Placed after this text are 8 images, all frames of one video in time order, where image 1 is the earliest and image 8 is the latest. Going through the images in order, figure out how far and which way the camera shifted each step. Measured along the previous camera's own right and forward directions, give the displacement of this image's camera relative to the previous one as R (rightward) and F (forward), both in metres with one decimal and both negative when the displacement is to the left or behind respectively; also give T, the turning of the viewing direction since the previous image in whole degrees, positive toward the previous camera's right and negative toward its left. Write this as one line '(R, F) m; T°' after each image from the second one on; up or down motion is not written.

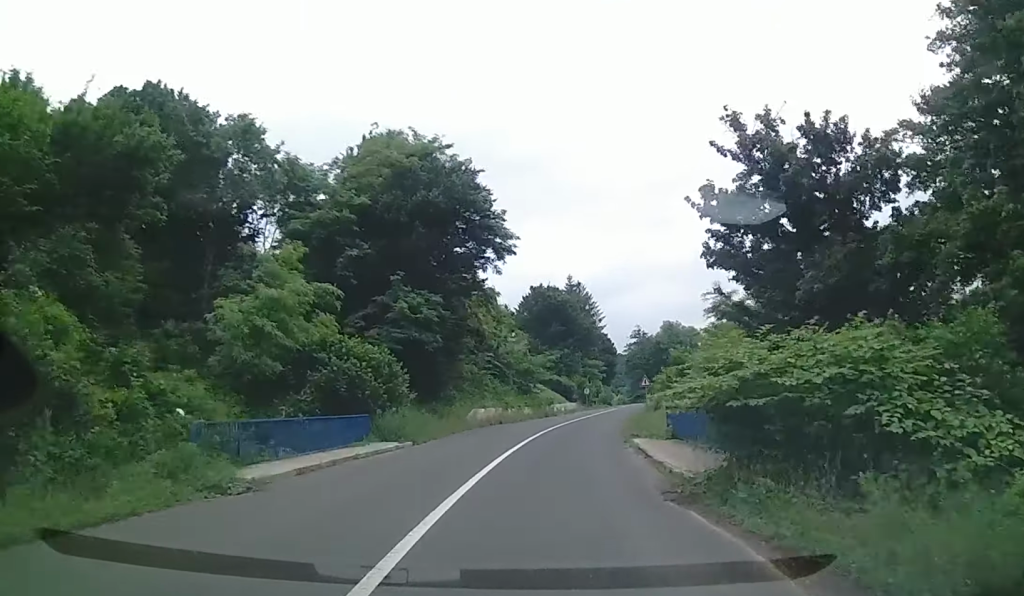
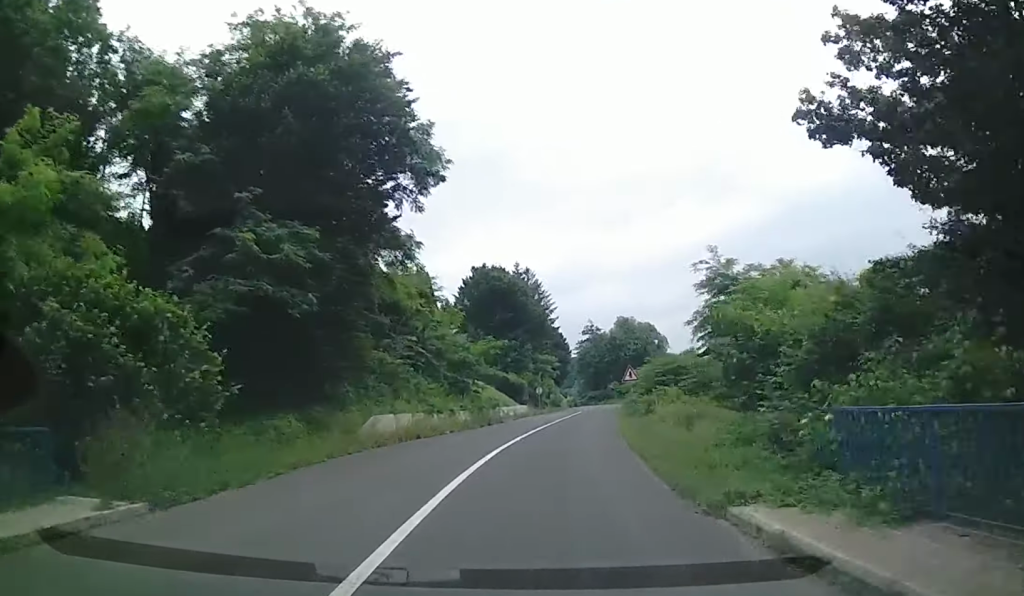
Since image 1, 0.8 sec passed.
(+0.9, +13.6) m; +4°
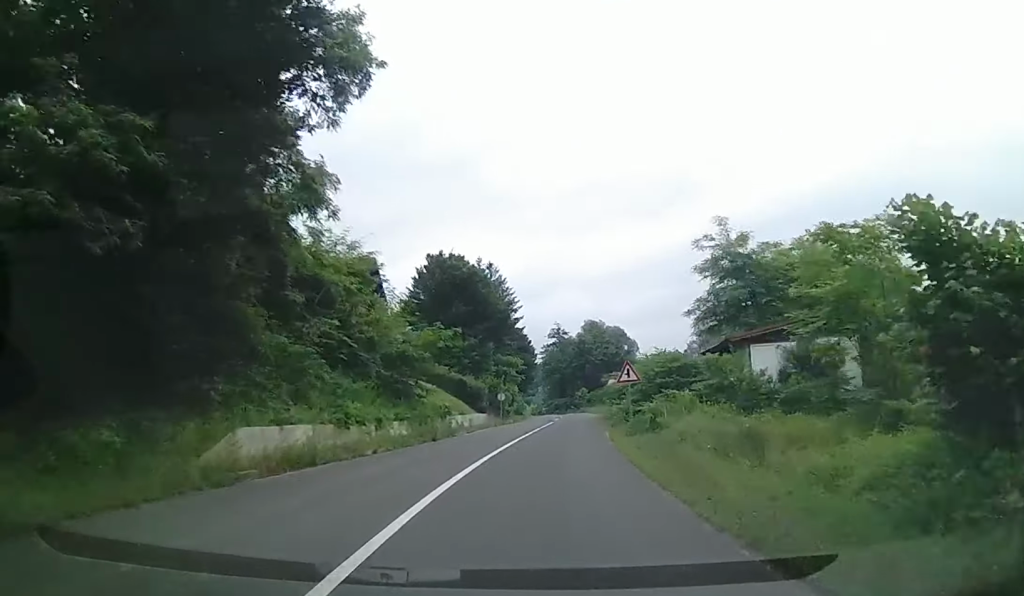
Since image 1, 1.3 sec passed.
(+0.3, +9.1) m; +2°
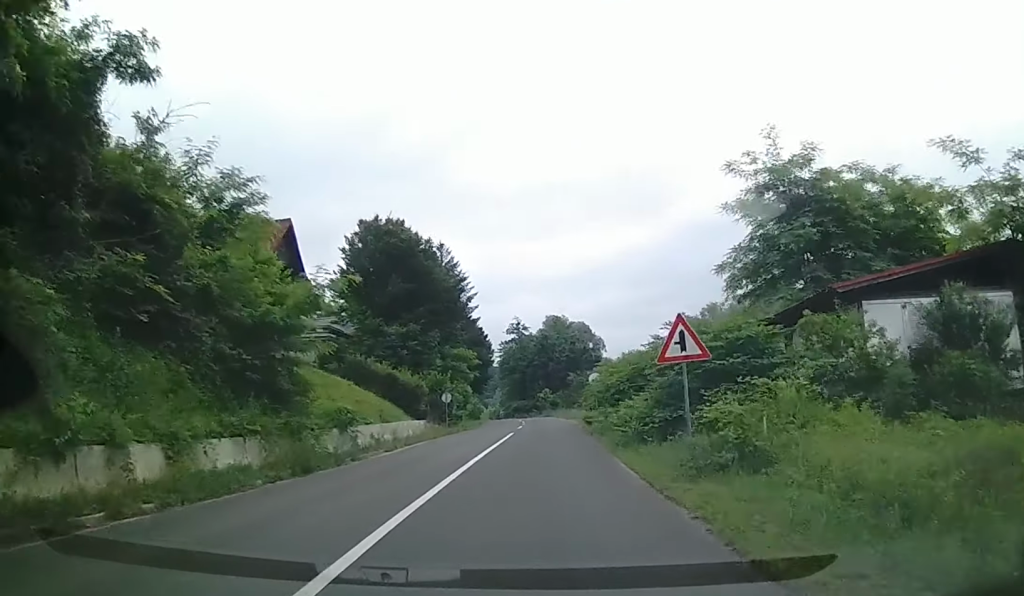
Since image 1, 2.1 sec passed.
(-0.2, +12.2) m; +2°
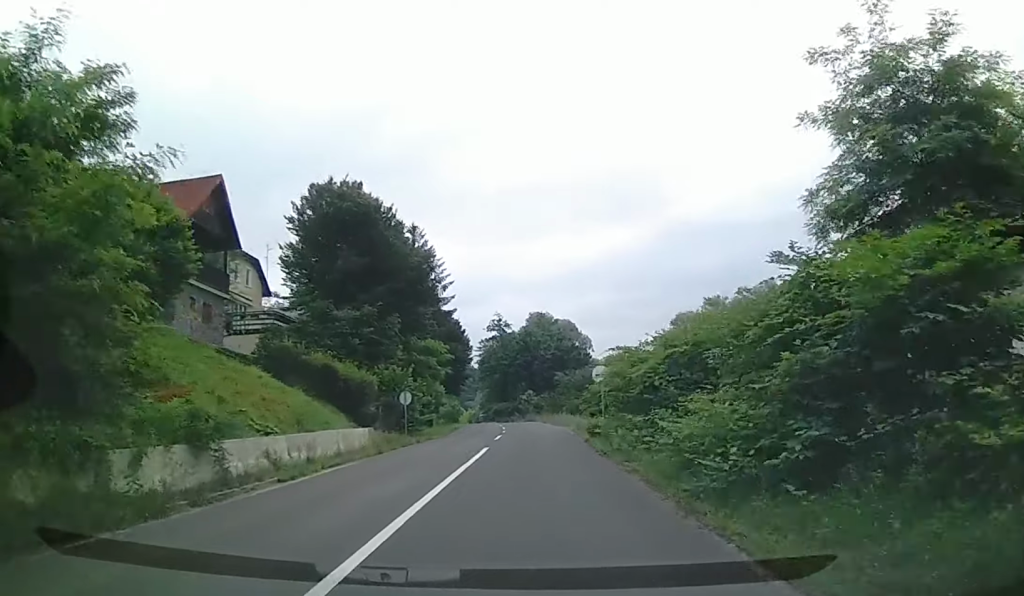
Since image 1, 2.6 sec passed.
(+0.2, +8.7) m; +2°
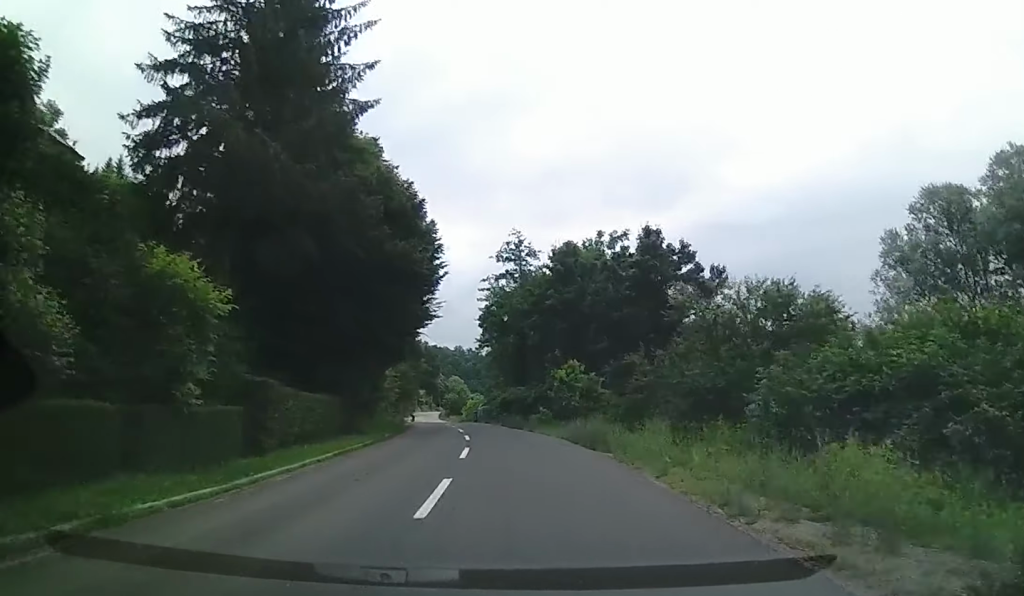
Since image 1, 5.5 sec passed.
(+0.5, +47.0) m; -4°
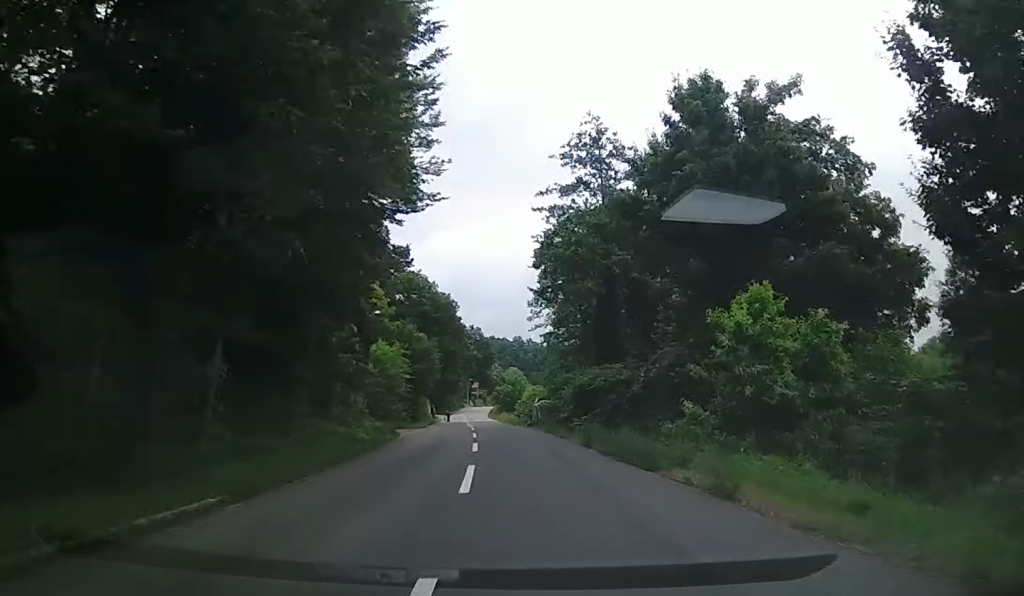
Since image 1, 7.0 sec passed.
(-0.8, +25.6) m; -3°
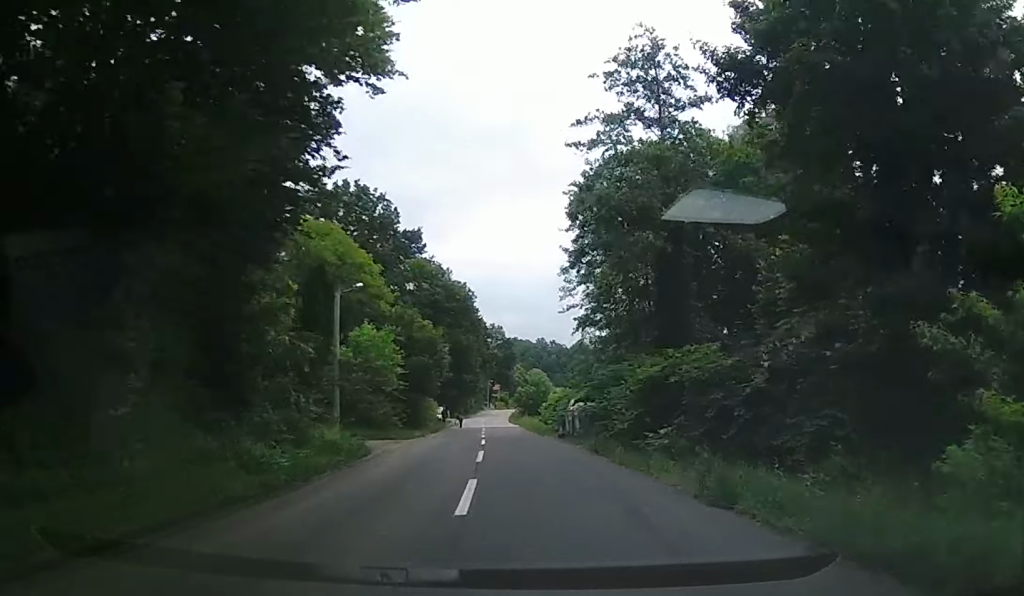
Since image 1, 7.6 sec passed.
(-0.2, +10.7) m; -1°
